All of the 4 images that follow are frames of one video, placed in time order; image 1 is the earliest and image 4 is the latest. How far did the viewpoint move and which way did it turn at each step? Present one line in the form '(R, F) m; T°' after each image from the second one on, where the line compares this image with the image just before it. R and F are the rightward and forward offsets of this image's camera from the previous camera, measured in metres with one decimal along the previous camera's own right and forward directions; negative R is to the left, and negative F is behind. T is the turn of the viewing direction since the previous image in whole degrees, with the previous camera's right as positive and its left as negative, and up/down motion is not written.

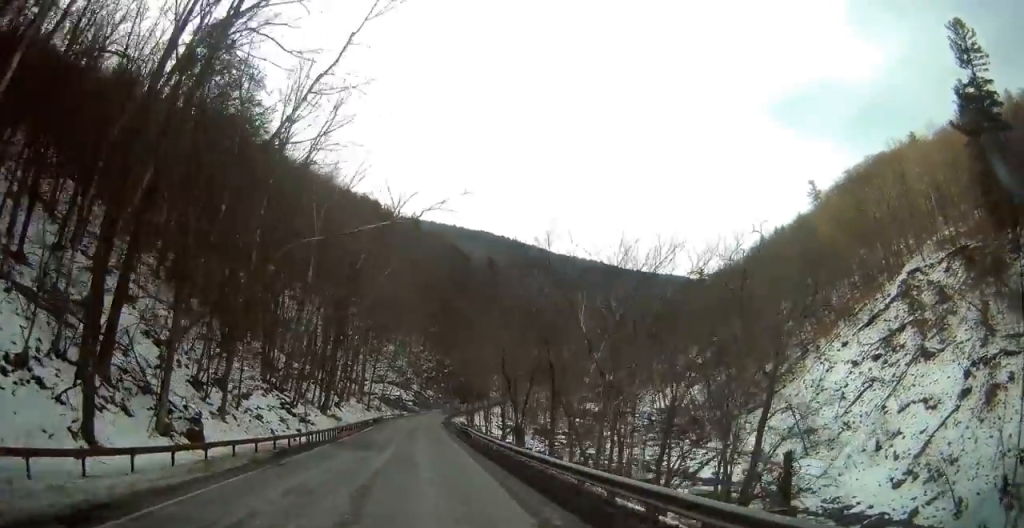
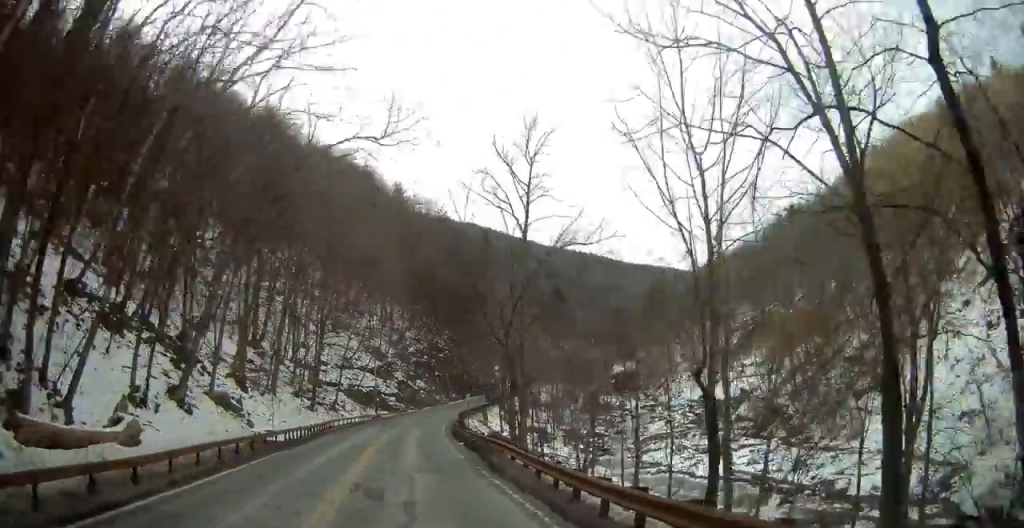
(+1.3, +39.5) m; +1°
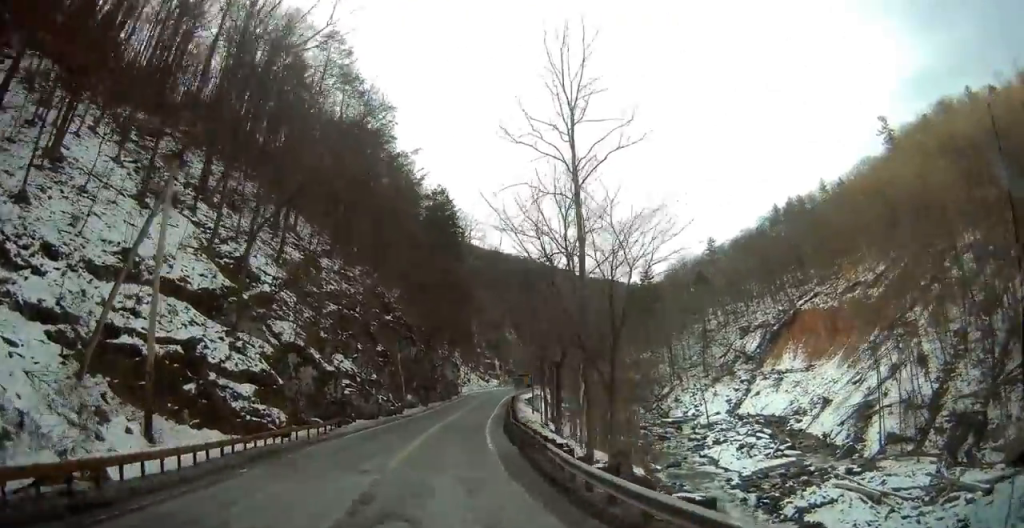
(+1.4, +57.2) m; +6°
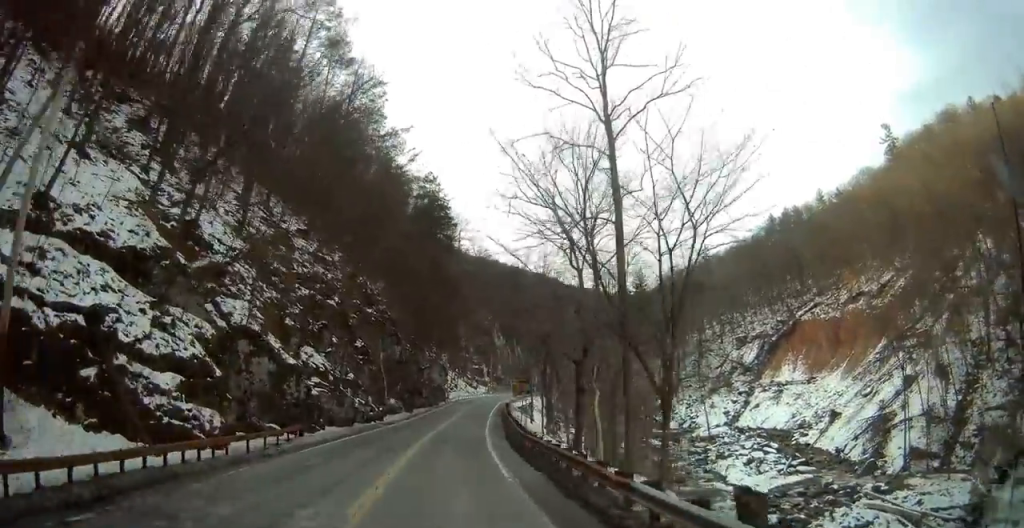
(+0.2, +6.9) m; +3°
